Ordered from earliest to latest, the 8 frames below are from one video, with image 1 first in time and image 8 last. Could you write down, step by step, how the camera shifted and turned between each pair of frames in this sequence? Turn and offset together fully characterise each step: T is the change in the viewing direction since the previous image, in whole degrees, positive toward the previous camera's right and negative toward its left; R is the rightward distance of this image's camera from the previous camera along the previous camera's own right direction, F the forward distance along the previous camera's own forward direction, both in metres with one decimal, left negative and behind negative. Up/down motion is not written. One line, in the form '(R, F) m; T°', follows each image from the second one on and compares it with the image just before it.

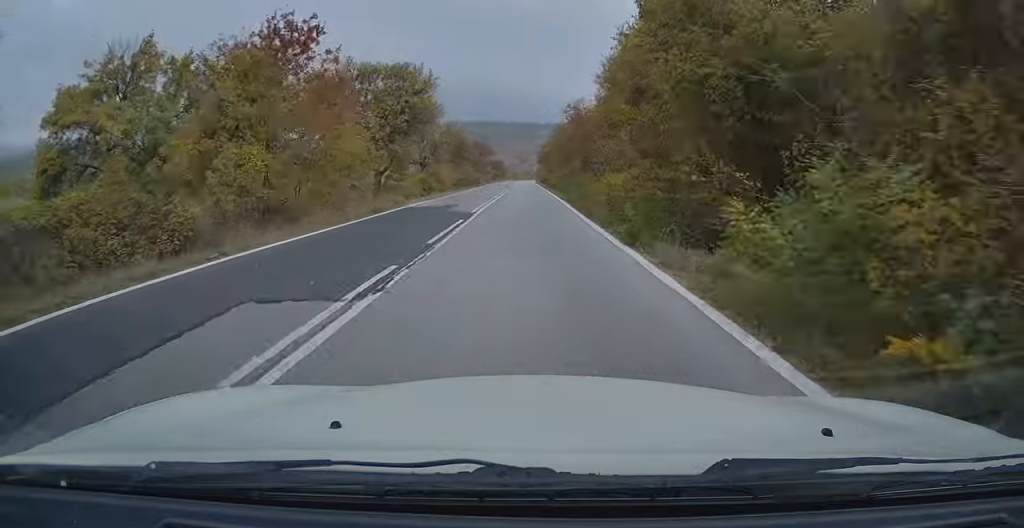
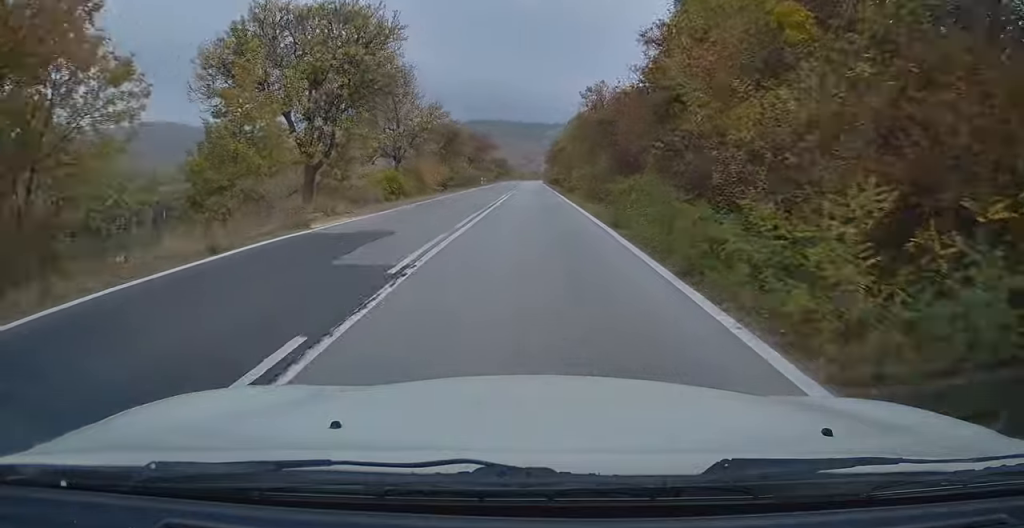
(-0.1, +13.2) m; -1°
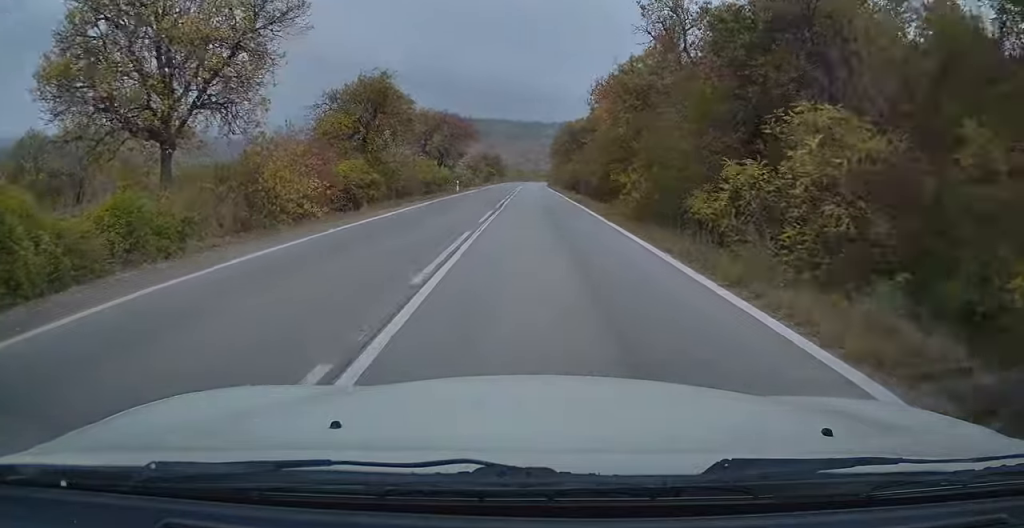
(-0.1, +26.6) m; 0°
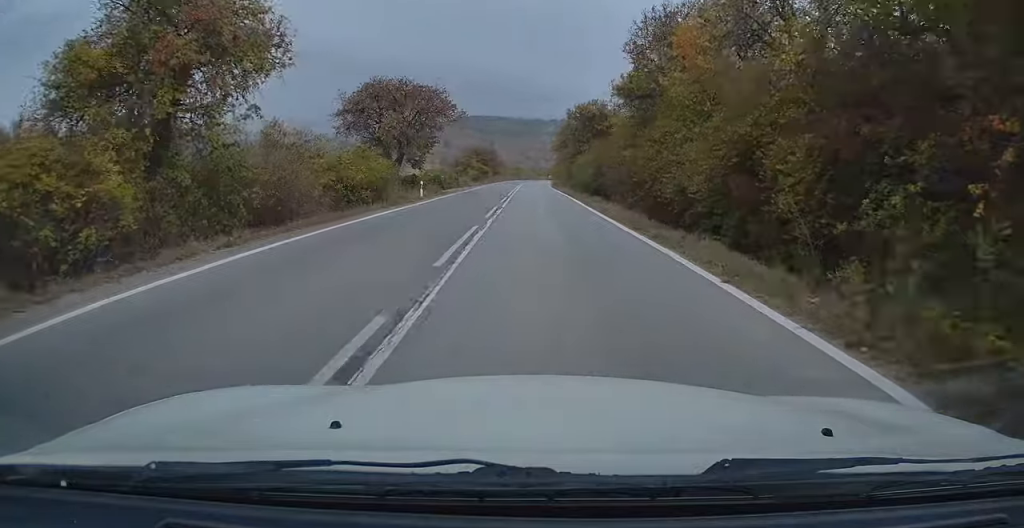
(0.0, +16.9) m; 0°
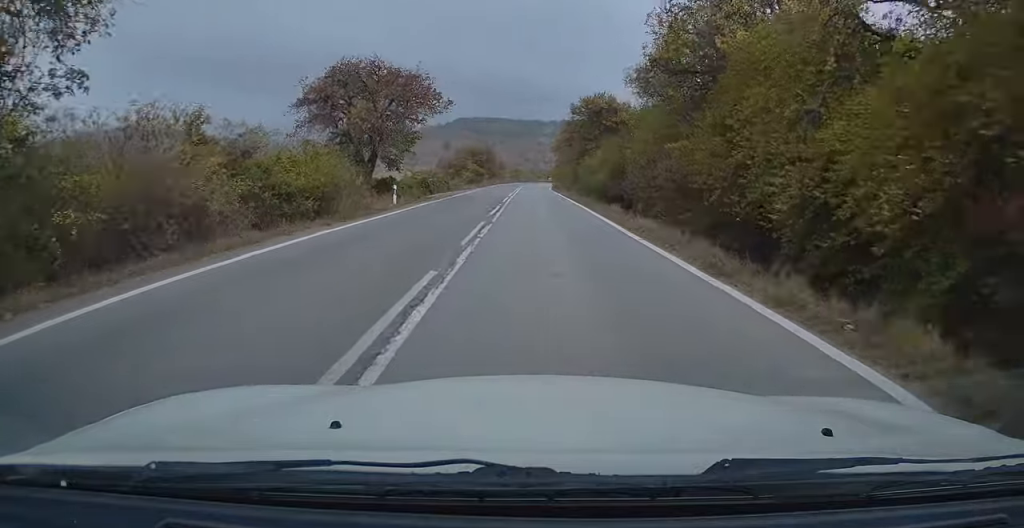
(-0.1, +6.4) m; 0°
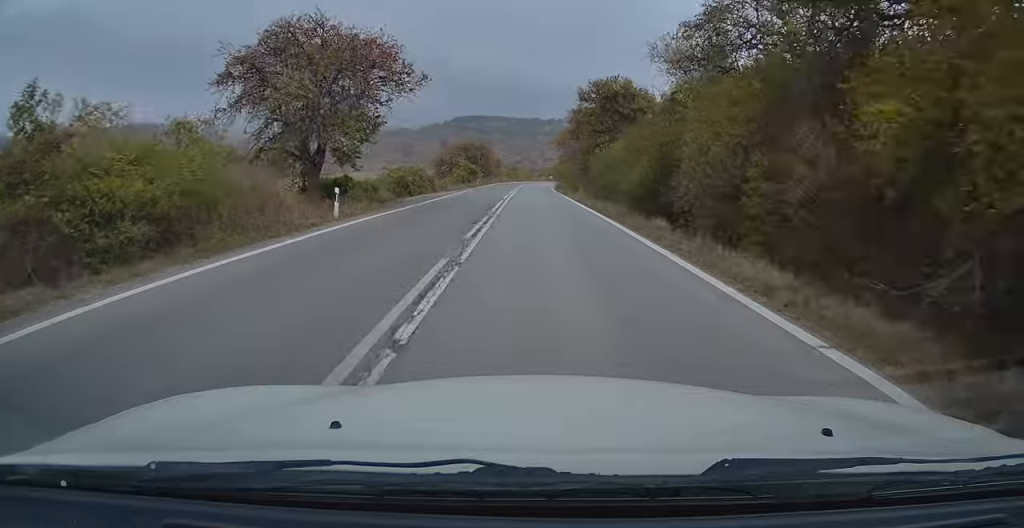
(-0.1, +8.0) m; 0°
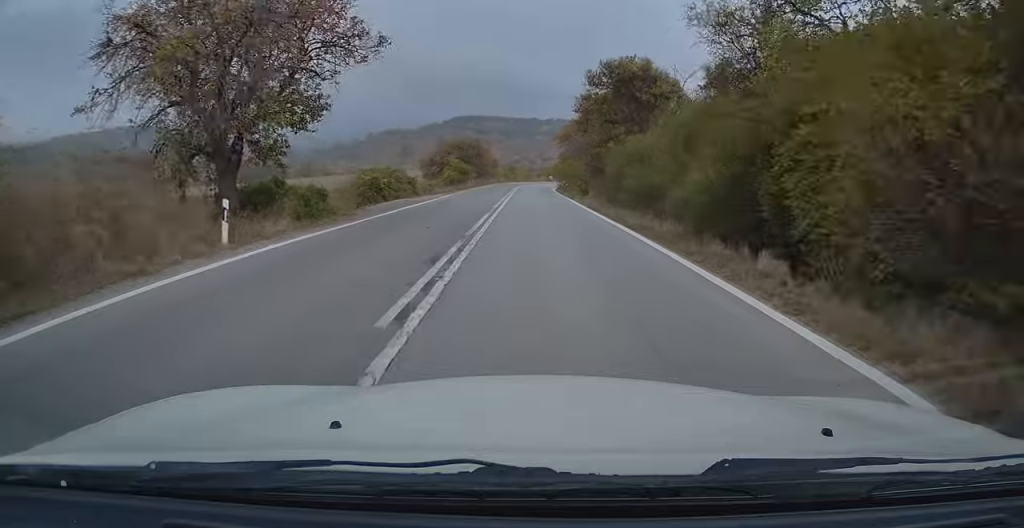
(+0.1, +7.0) m; 0°
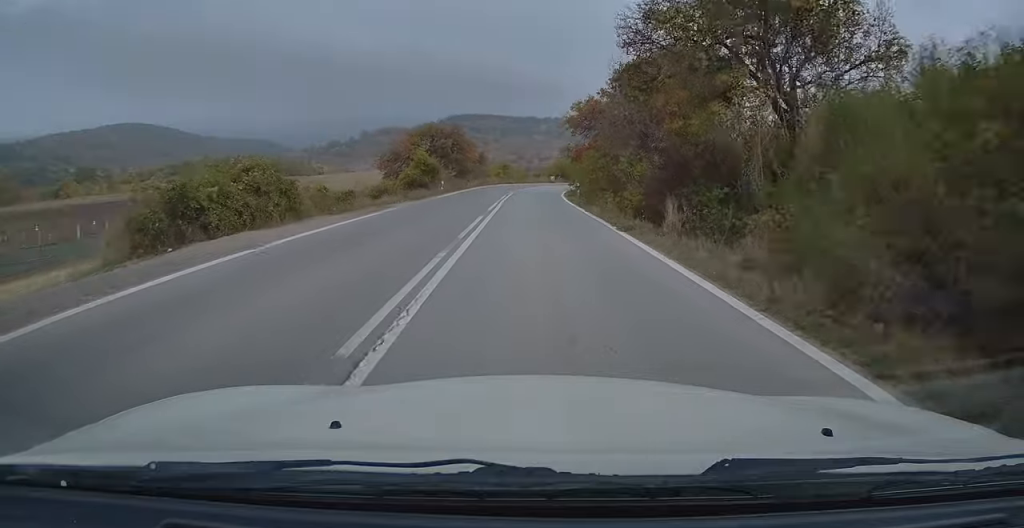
(0.0, +18.9) m; 0°
